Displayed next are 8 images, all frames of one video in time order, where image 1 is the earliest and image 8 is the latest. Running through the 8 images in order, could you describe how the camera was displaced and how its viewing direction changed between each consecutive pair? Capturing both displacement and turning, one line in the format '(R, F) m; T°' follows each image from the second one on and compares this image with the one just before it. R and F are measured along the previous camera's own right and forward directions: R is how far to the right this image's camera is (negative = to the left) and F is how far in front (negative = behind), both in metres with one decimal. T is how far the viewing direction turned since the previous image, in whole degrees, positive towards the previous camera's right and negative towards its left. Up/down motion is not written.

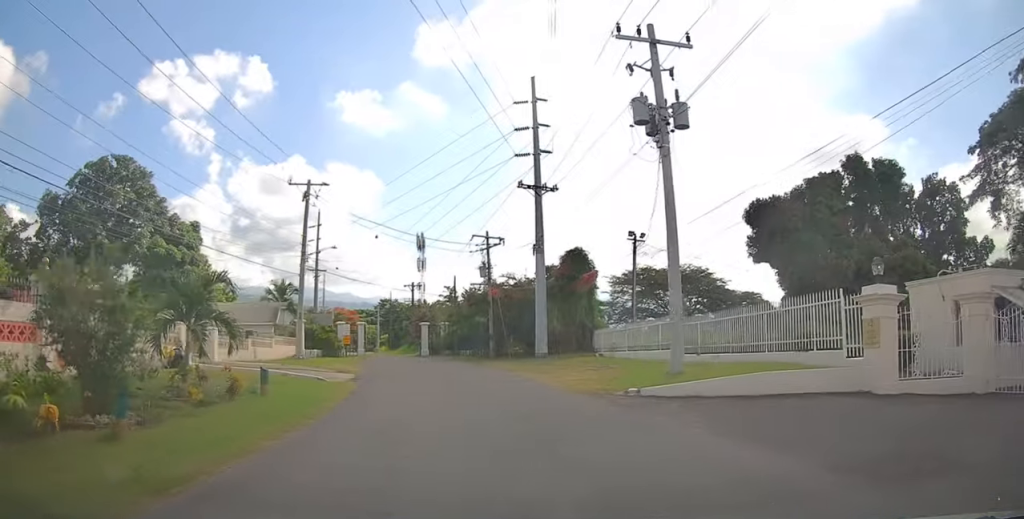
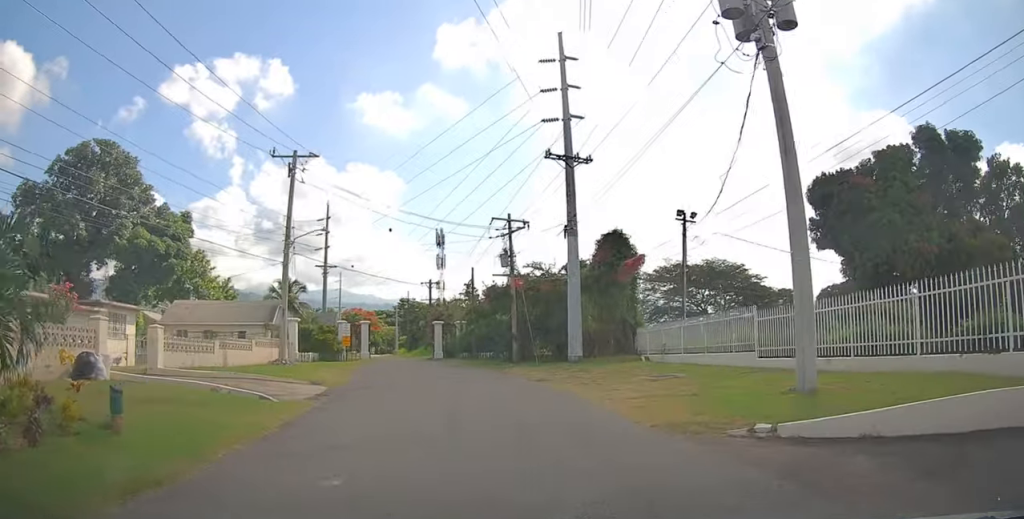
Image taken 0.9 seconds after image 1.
(-0.3, +5.9) m; -5°
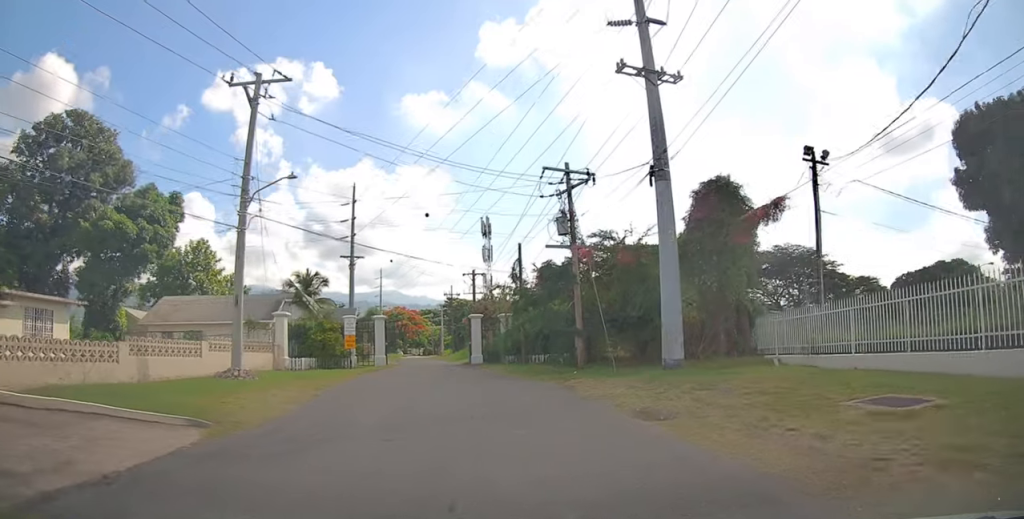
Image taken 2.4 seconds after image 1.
(-0.5, +9.1) m; -7°
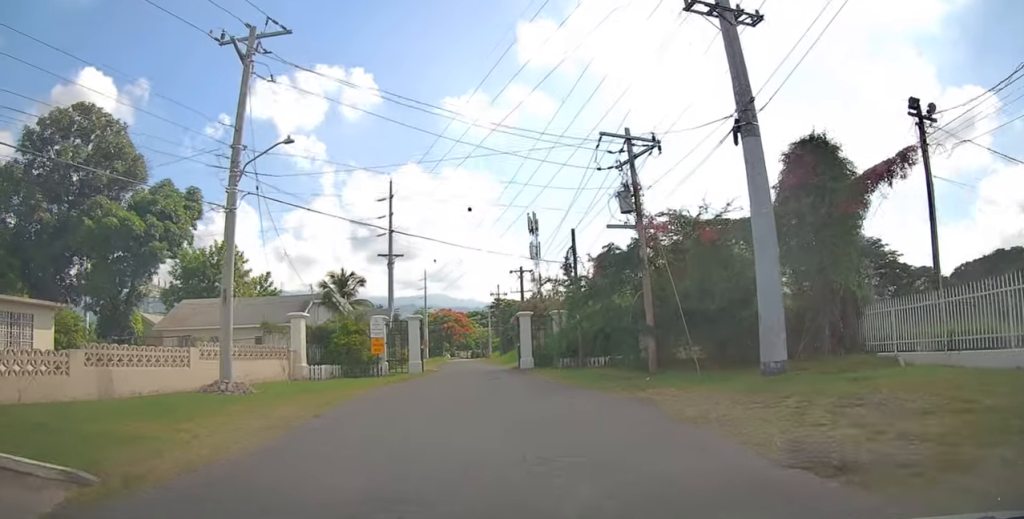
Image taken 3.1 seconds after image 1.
(-0.3, +3.8) m; -6°
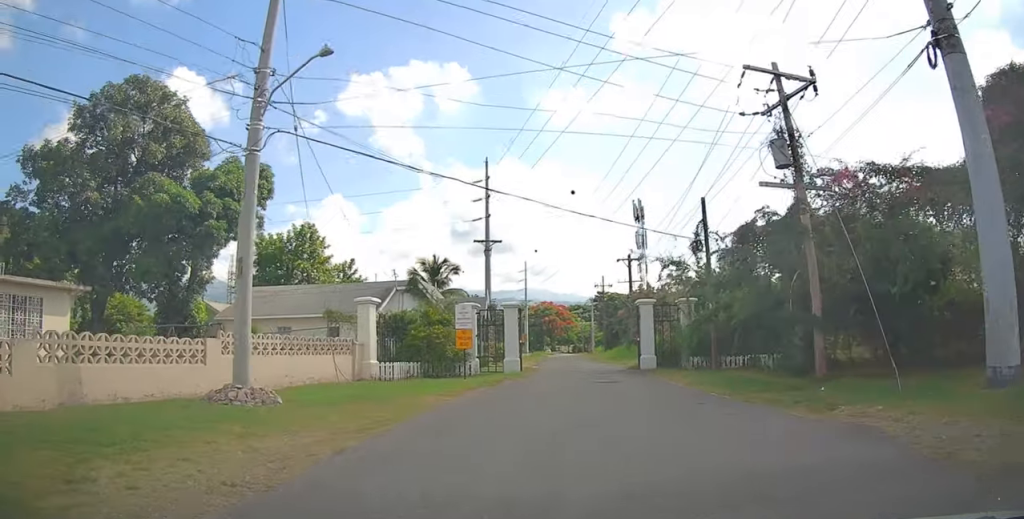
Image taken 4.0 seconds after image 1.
(-0.4, +4.7) m; -9°
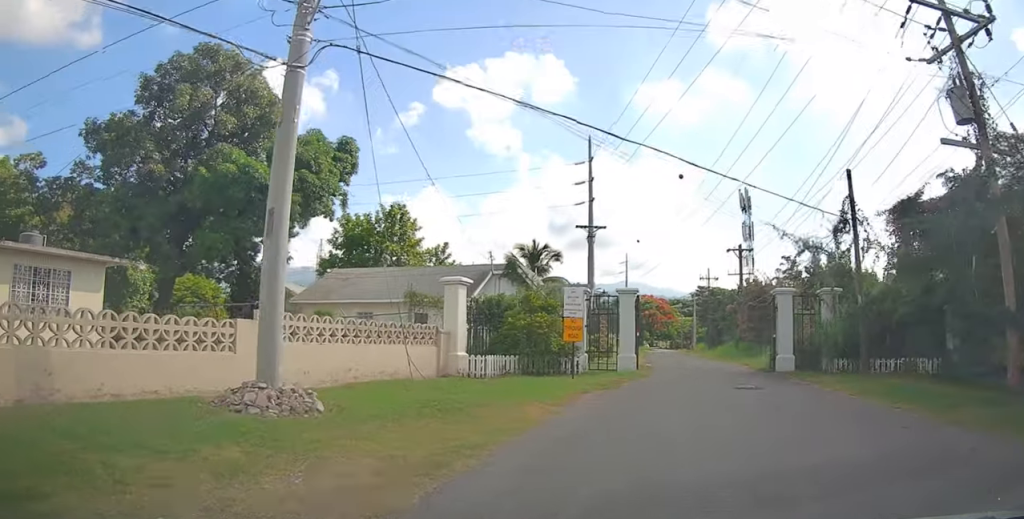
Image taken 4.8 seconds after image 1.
(-0.2, +3.4) m; -5°
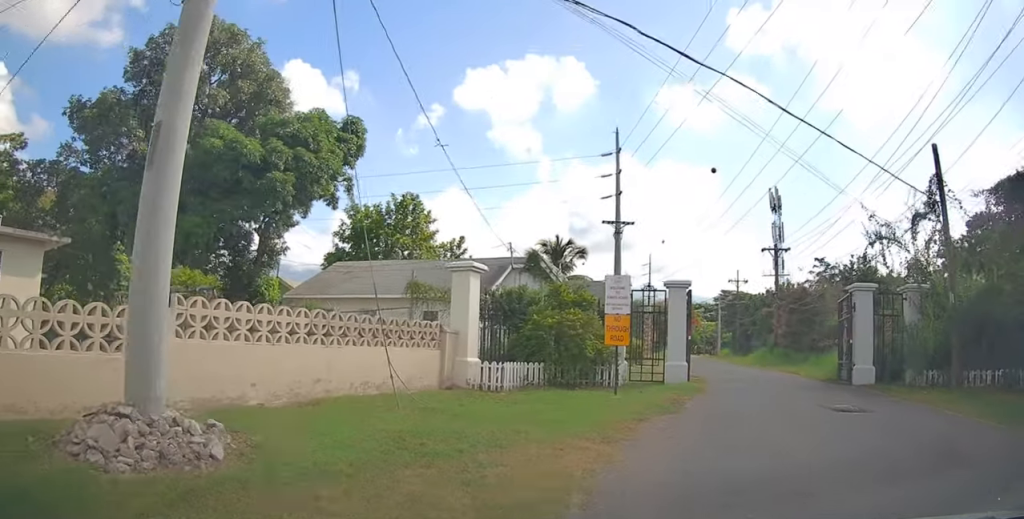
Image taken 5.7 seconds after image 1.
(-0.2, +3.3) m; 0°
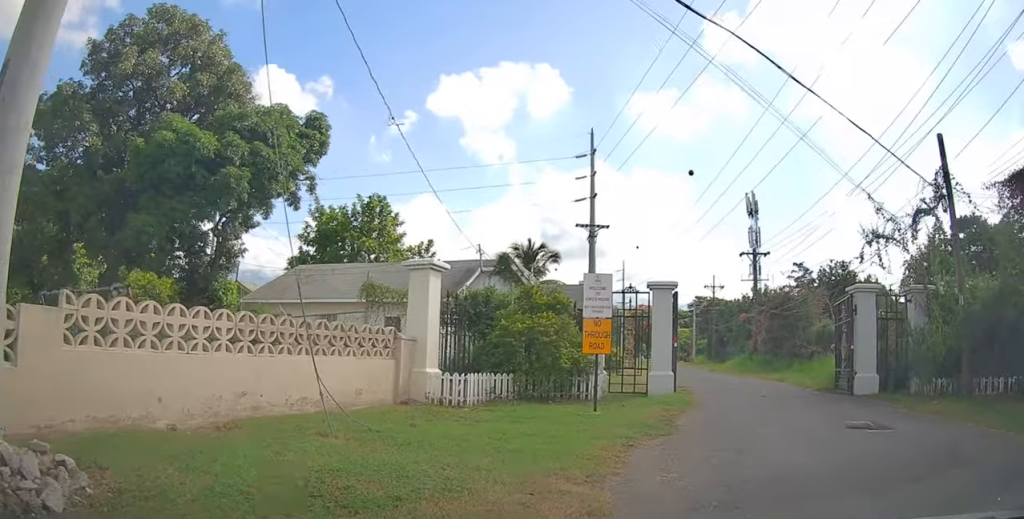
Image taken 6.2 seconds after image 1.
(+0.1, +1.5) m; +5°
